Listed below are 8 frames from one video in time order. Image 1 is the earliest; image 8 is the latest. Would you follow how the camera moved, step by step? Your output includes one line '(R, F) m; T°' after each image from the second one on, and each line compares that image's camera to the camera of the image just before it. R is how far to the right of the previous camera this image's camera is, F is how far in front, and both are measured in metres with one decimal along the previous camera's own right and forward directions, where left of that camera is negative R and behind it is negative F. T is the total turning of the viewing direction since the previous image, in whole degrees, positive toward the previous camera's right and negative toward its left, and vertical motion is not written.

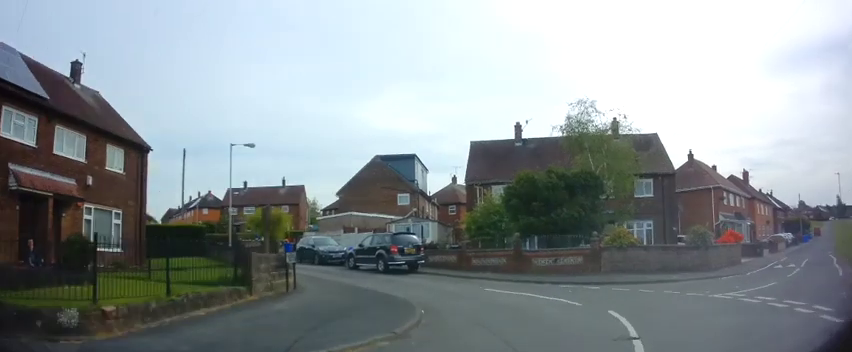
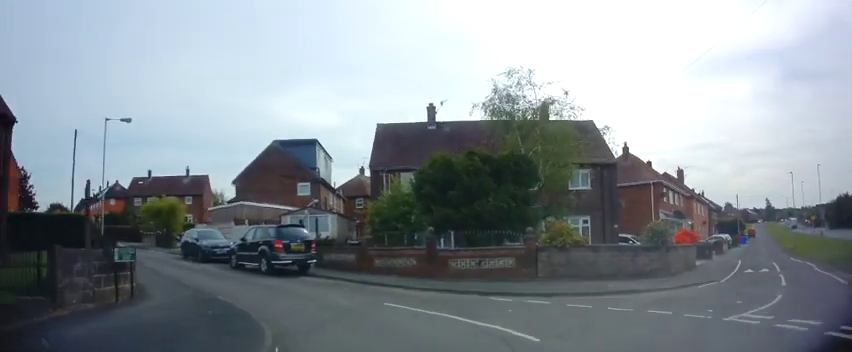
(+0.4, +3.9) m; +4°
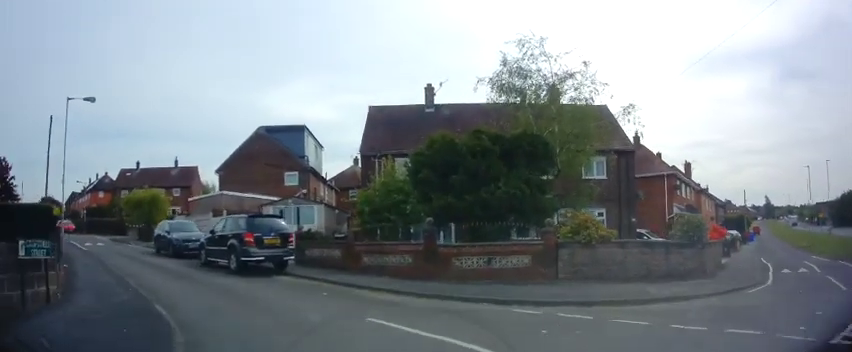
(+0.1, +2.6) m; -4°
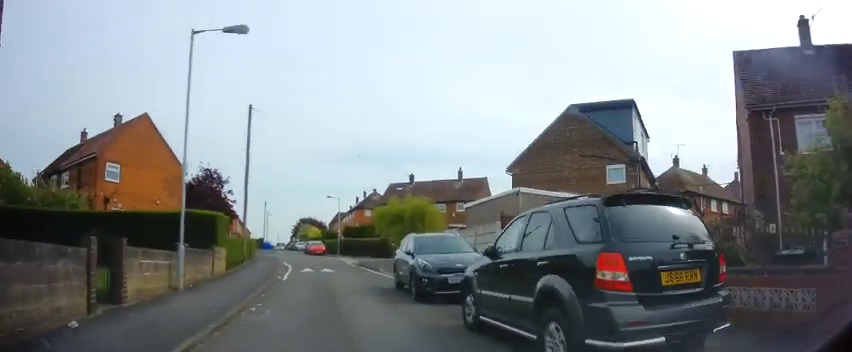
(-2.5, +9.5) m; -26°
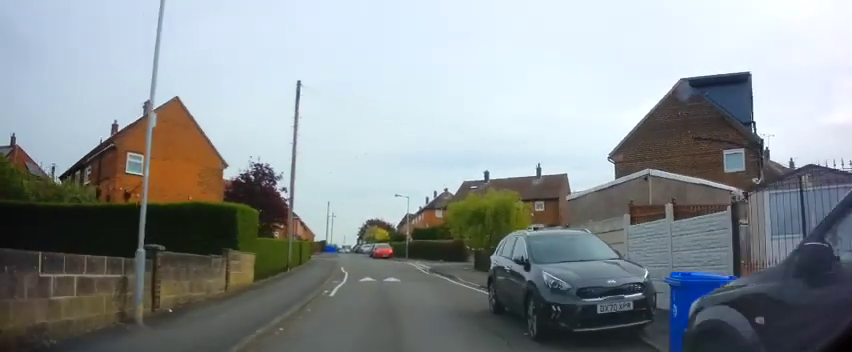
(-0.2, +4.3) m; -8°
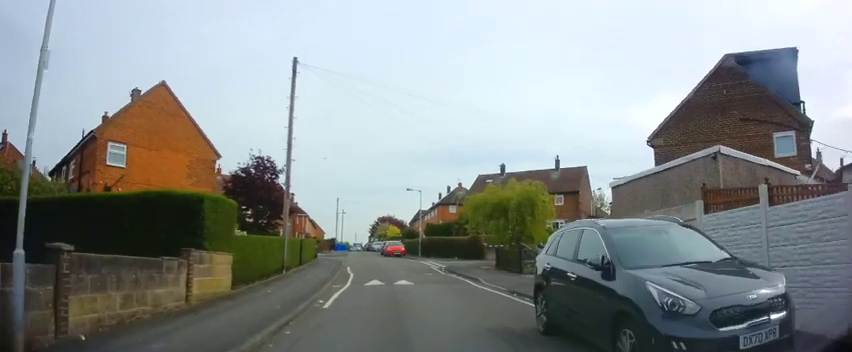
(-0.2, +2.5) m; -4°
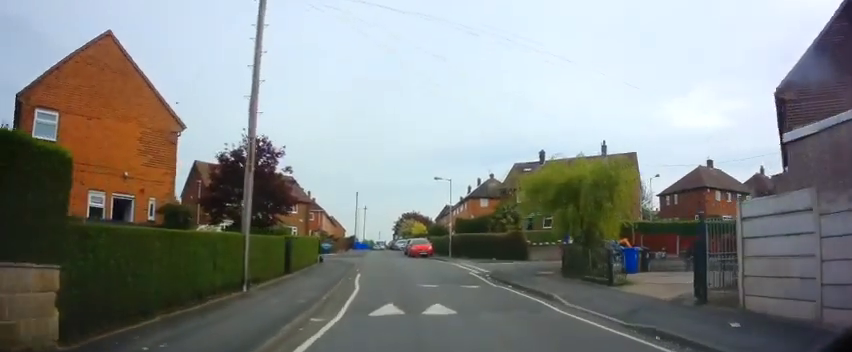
(-0.3, +6.3) m; -5°
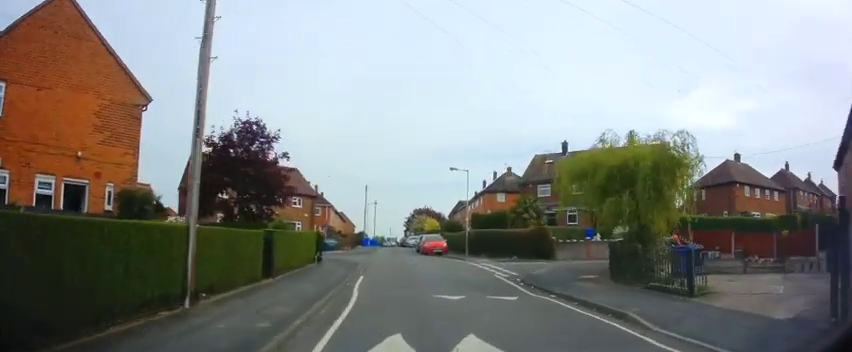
(-0.1, +3.5) m; 0°
